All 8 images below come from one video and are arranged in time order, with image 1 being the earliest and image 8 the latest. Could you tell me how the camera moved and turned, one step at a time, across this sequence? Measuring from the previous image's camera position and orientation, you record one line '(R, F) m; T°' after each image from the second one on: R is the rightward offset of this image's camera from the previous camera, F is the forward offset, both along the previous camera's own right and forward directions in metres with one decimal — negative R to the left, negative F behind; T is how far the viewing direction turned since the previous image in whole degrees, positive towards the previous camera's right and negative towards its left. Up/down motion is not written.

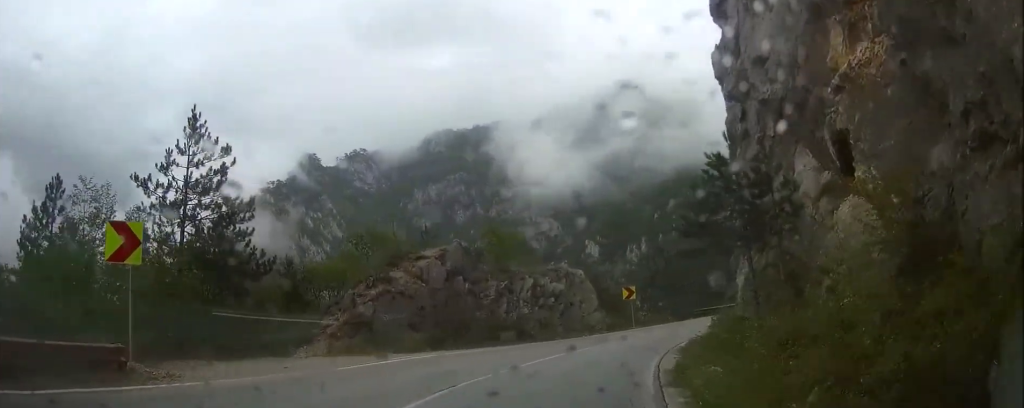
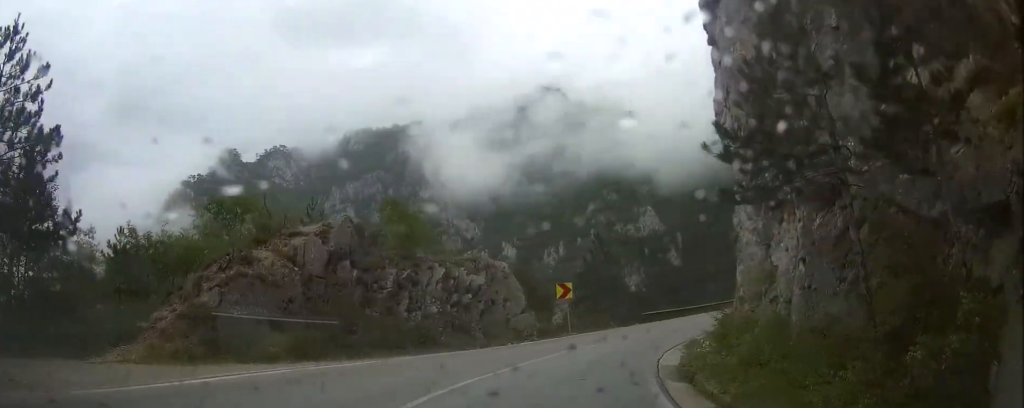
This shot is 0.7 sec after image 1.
(+0.2, +7.5) m; +7°
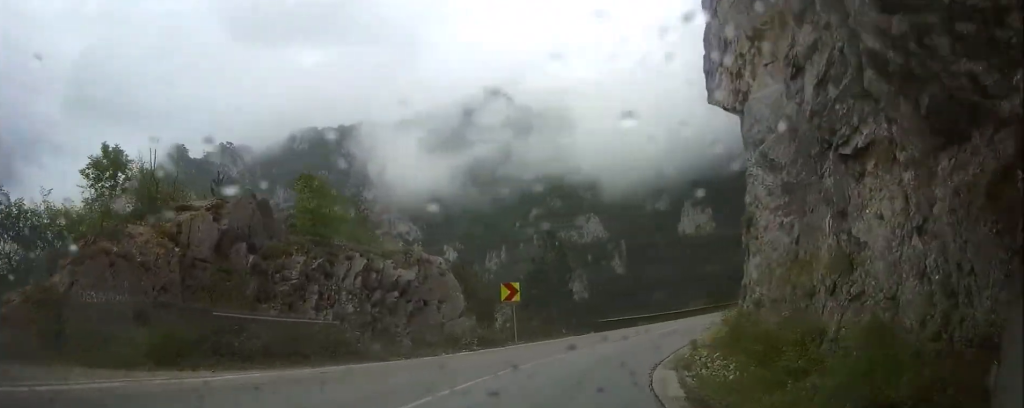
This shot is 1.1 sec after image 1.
(+0.4, +4.9) m; +5°
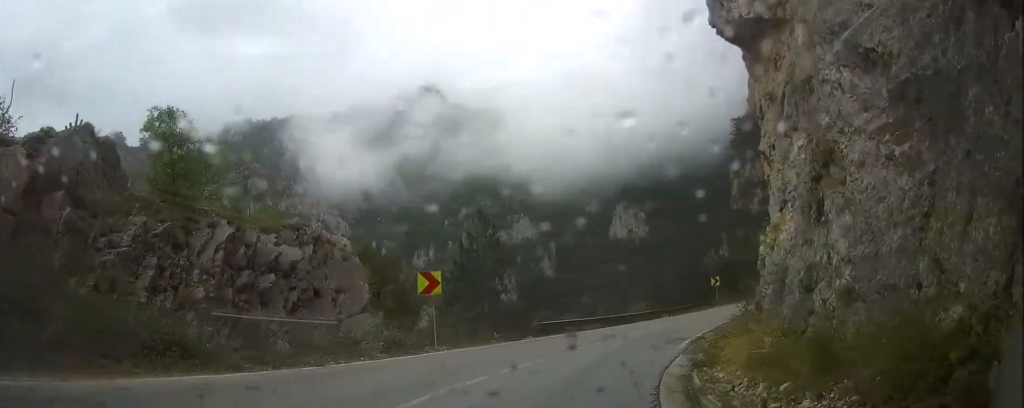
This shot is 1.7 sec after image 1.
(+0.3, +6.1) m; +6°
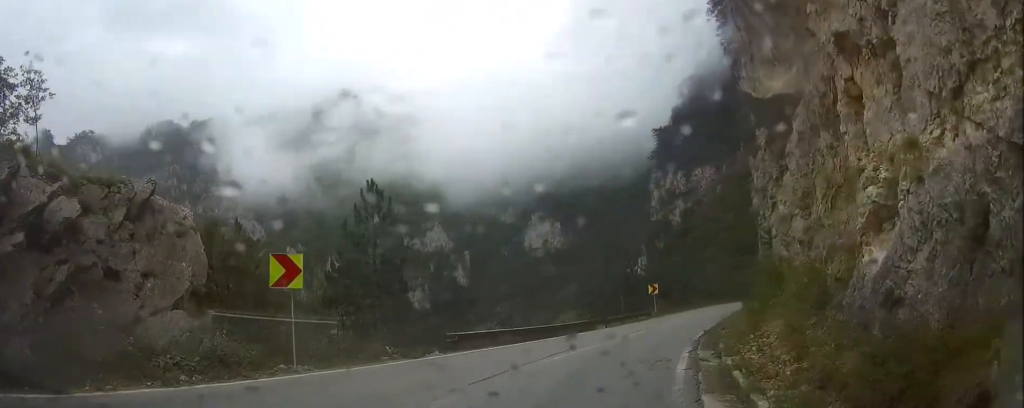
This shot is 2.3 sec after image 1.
(+0.5, +7.2) m; +7°
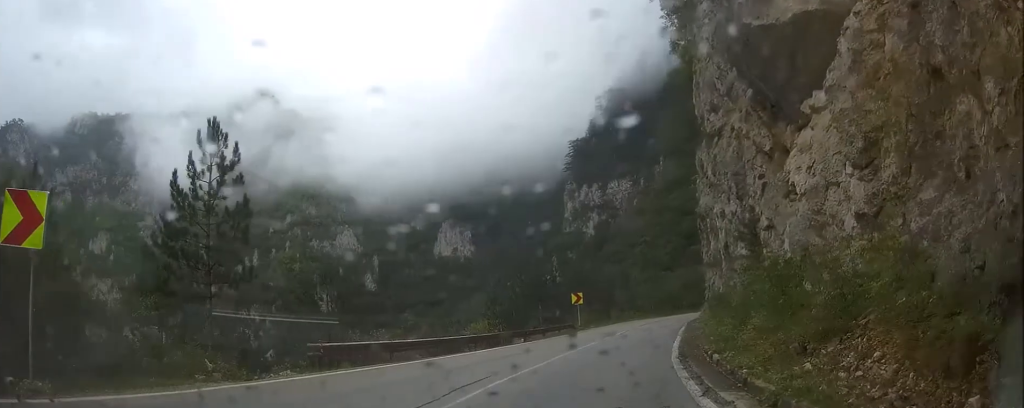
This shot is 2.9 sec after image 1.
(+0.2, +6.9) m; +6°
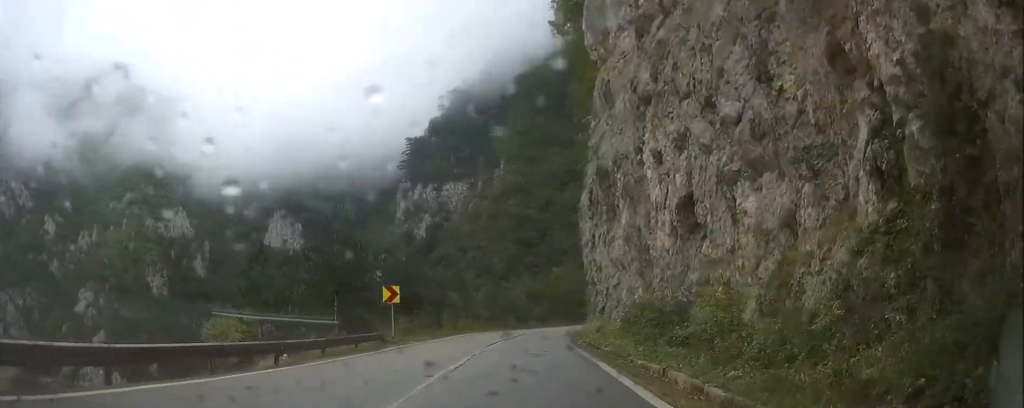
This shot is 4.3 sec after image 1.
(+2.4, +16.7) m; +13°
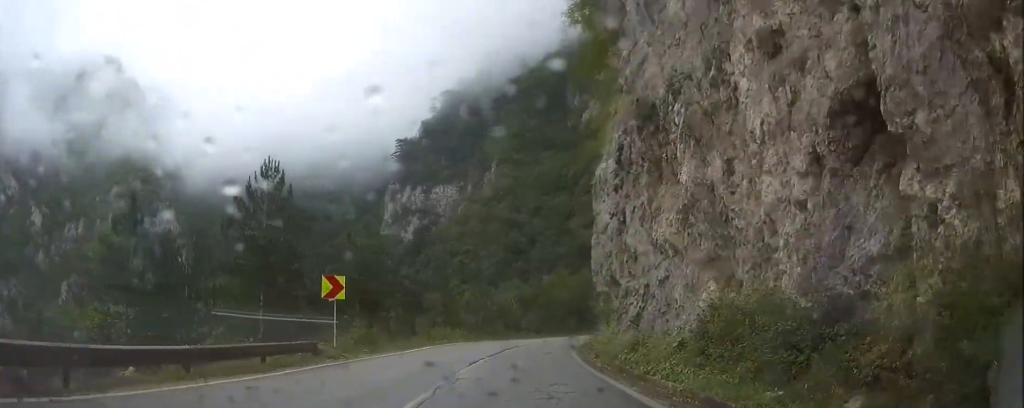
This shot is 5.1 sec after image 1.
(+0.4, +9.0) m; +4°
